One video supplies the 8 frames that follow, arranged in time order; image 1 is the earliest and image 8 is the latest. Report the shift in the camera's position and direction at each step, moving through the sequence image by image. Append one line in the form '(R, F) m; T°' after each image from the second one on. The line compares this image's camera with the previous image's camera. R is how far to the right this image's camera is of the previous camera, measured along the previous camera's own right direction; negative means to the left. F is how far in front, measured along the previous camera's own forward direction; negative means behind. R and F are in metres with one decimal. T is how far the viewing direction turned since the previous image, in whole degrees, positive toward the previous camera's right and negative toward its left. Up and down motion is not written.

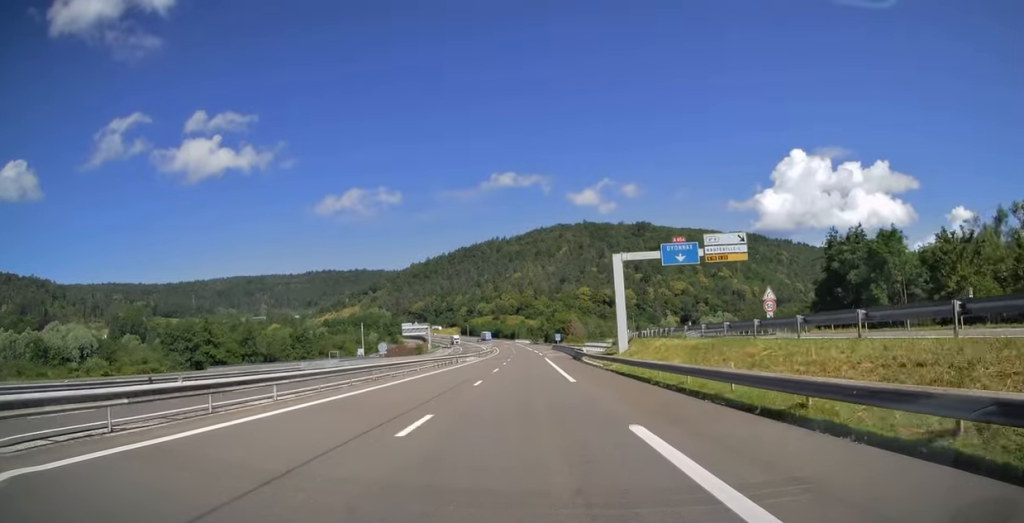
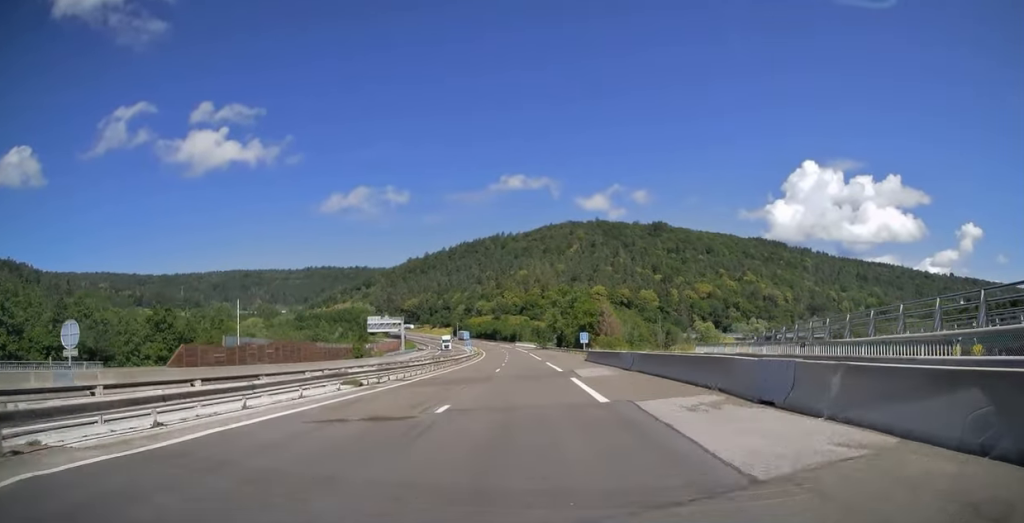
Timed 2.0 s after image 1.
(-0.3, +63.4) m; 0°
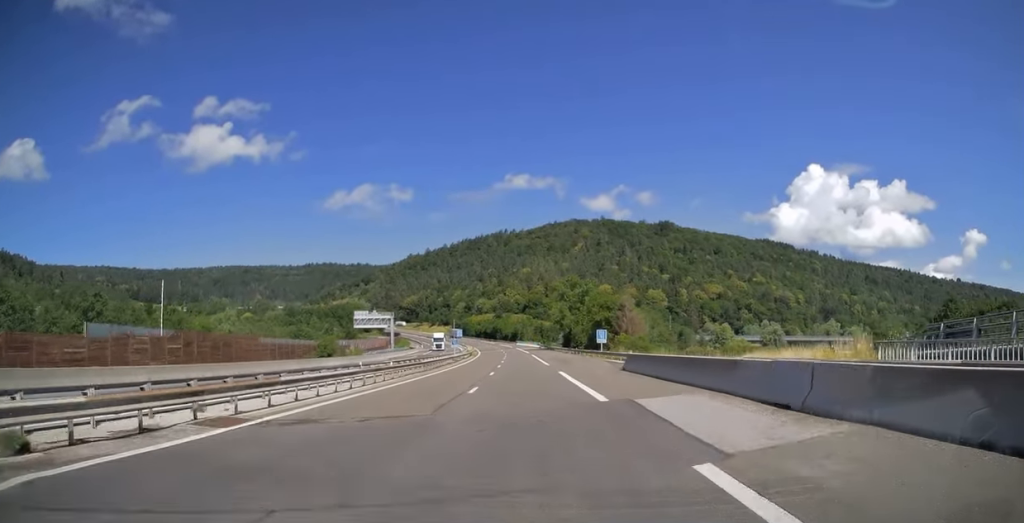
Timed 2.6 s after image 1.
(0.0, +18.6) m; 0°
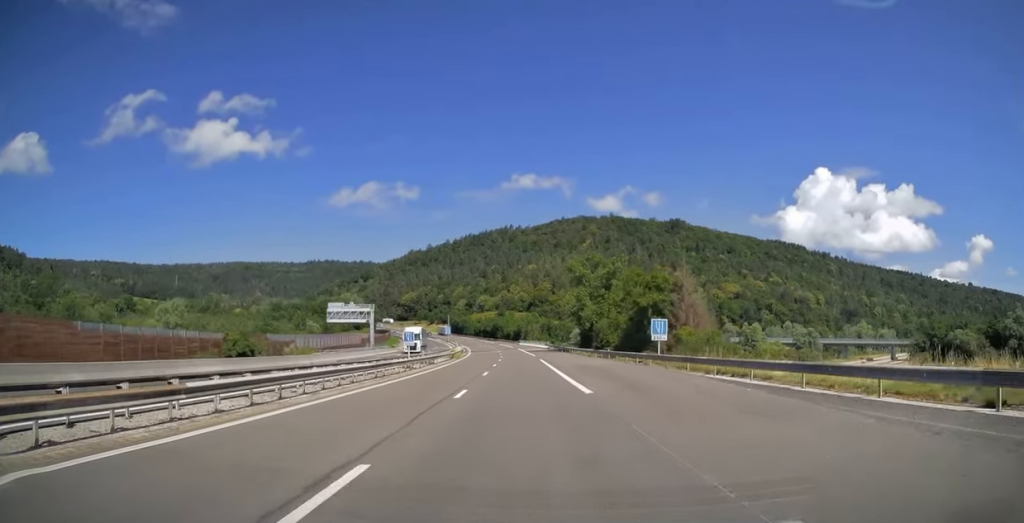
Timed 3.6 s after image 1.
(+0.2, +28.9) m; 0°
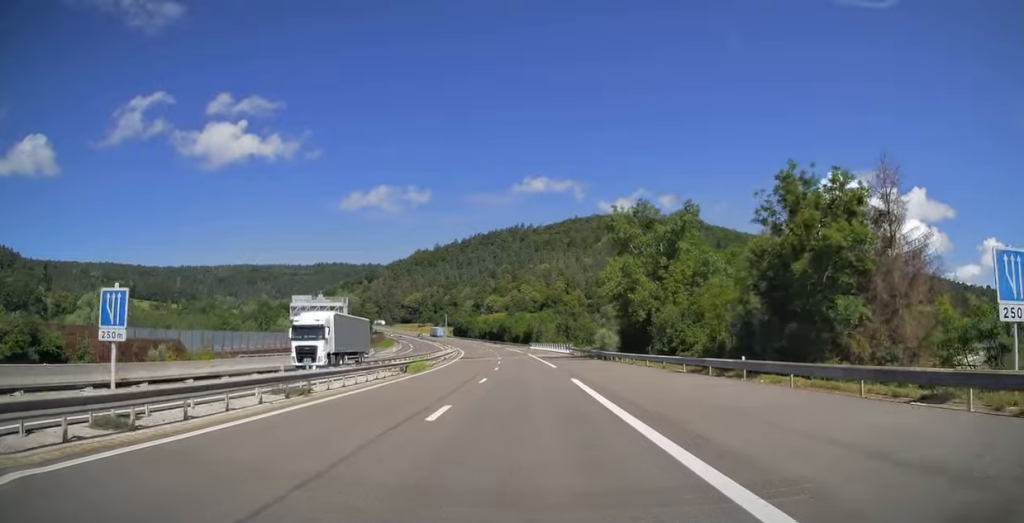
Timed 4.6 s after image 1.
(-0.3, +31.4) m; -2°
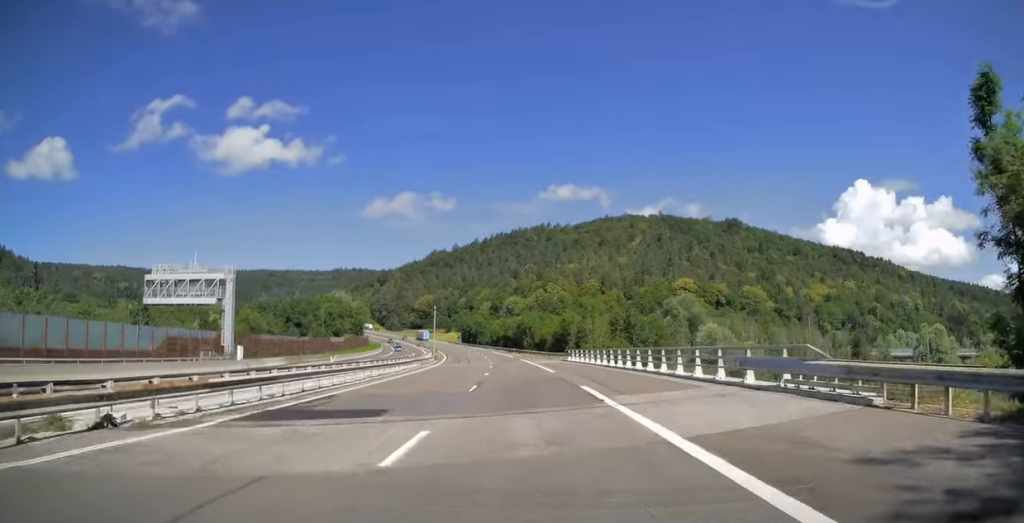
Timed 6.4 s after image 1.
(-1.0, +56.8) m; -1°
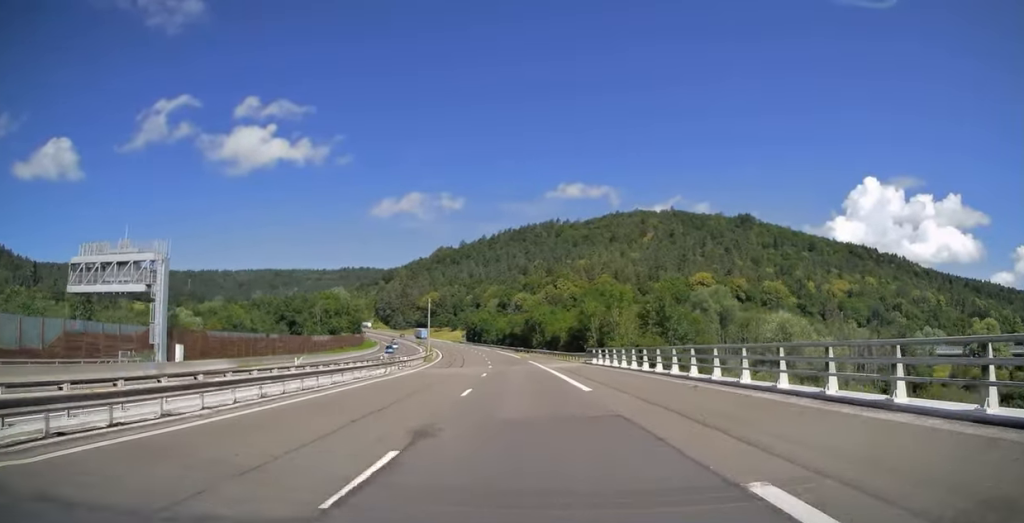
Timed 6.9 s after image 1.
(0.0, +15.3) m; -1°
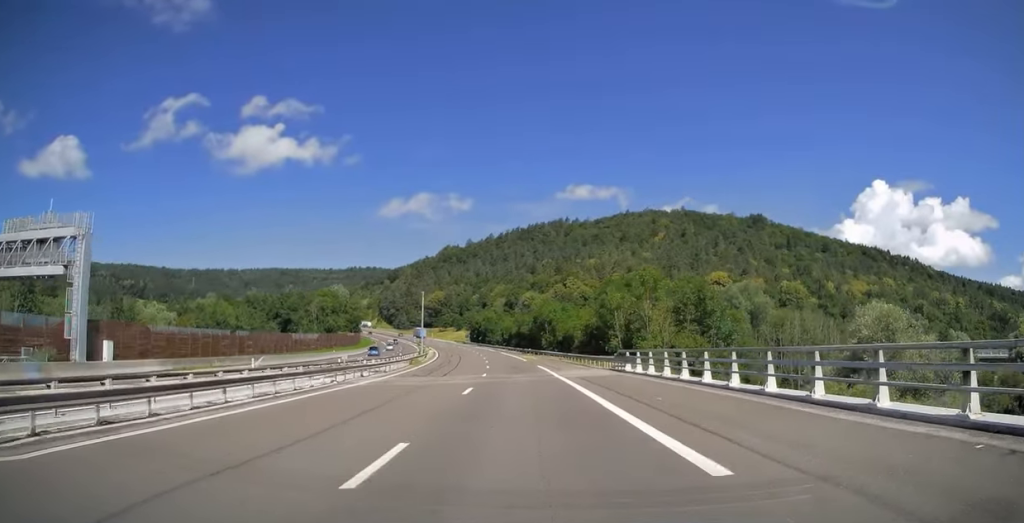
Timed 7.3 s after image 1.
(+0.1, +12.3) m; -1°
